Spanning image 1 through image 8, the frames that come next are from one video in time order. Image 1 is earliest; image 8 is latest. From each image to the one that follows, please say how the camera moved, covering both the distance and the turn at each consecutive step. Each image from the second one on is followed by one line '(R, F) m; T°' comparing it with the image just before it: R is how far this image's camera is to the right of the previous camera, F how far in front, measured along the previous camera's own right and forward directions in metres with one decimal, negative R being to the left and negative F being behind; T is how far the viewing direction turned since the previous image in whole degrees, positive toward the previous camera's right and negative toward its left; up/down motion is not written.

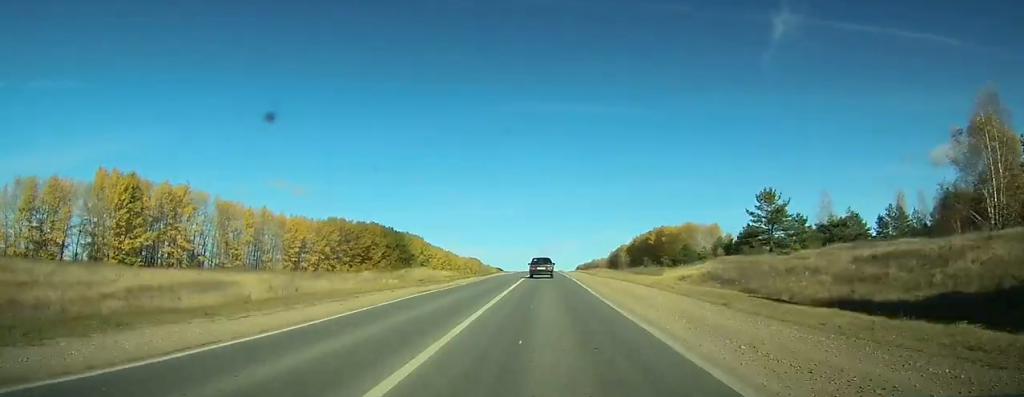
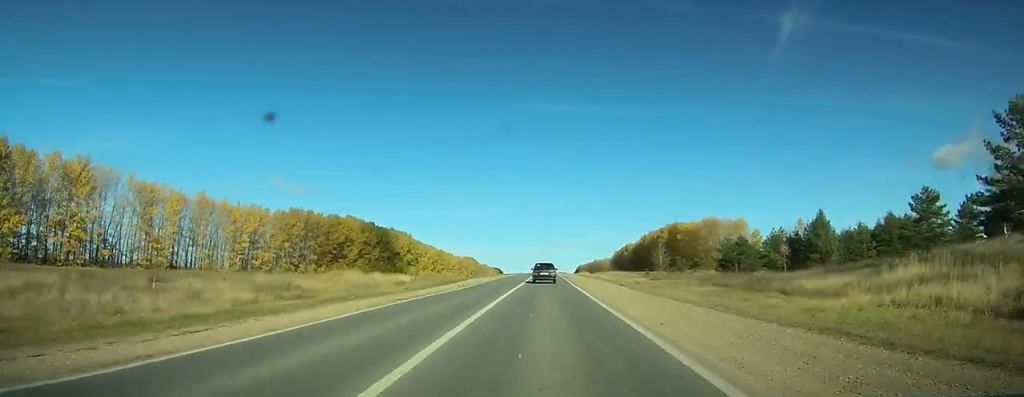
(-0.4, +32.9) m; -1°
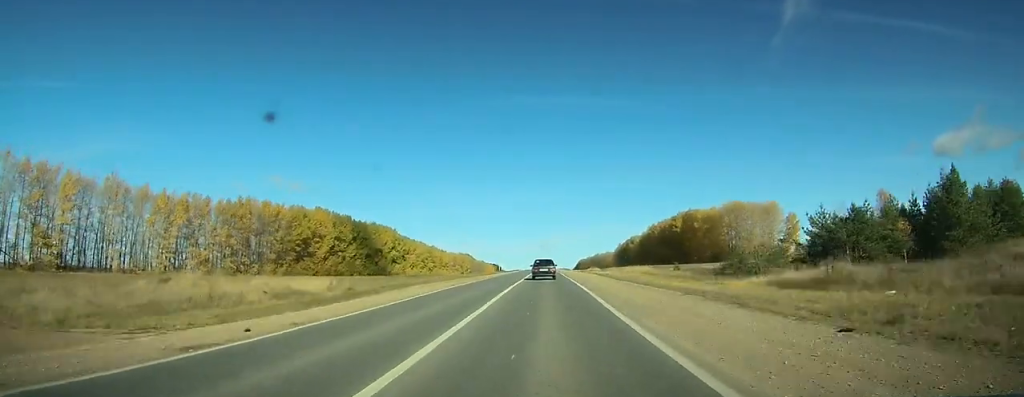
(-0.3, +31.2) m; 0°
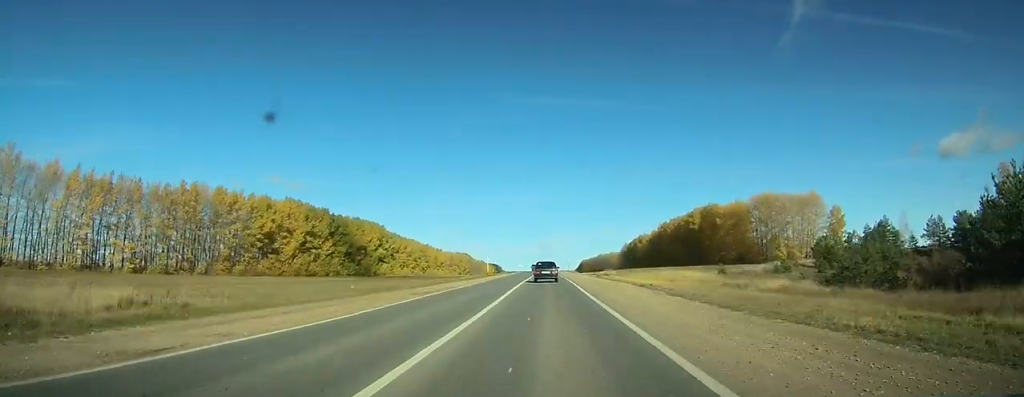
(-0.3, +26.5) m; 0°
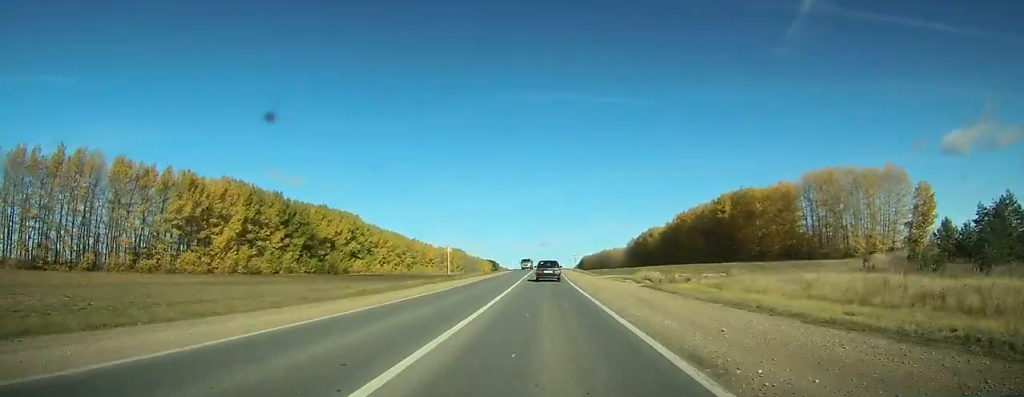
(+0.4, +36.9) m; 0°
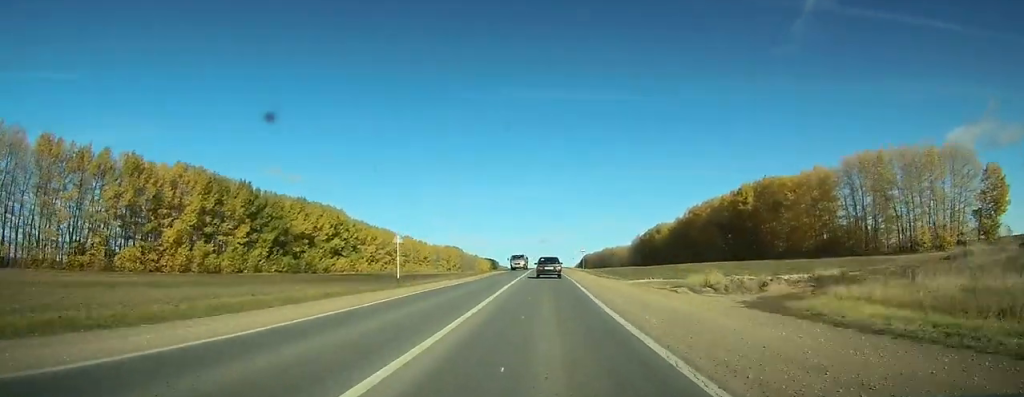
(0.0, +19.9) m; 0°
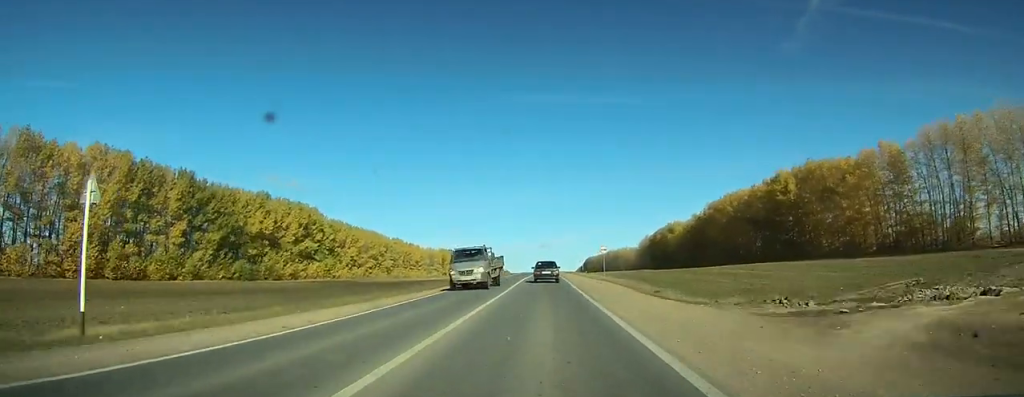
(-0.1, +27.3) m; 0°
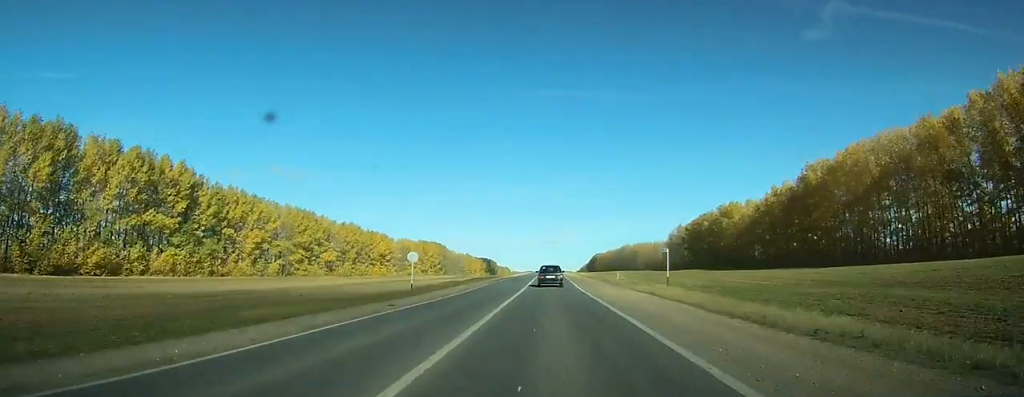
(-0.4, +79.8) m; 0°
